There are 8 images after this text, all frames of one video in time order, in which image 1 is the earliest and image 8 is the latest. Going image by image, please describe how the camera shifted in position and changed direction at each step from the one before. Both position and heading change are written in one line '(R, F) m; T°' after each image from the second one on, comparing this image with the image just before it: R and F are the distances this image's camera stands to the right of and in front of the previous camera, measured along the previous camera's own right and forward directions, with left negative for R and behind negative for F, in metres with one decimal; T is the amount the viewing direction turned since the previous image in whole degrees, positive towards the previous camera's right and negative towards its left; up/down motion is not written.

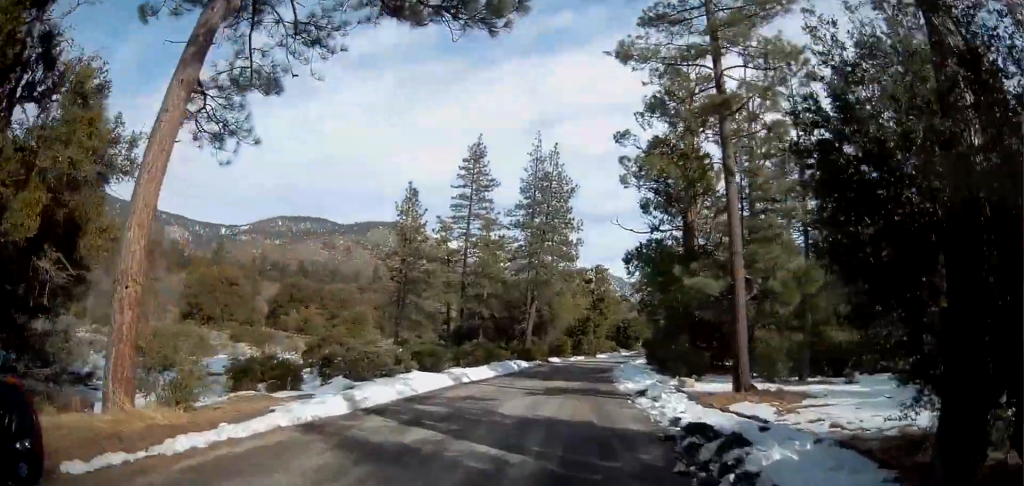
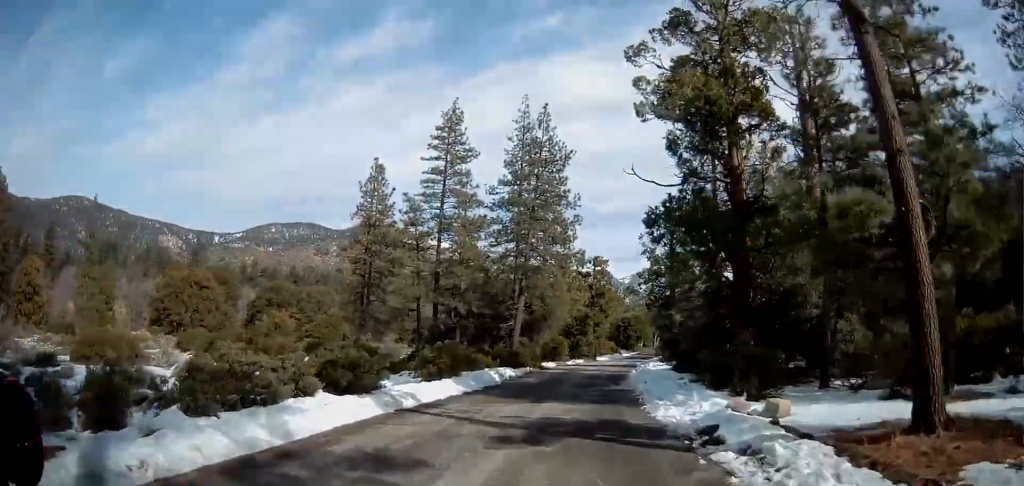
(+0.1, +9.5) m; +2°
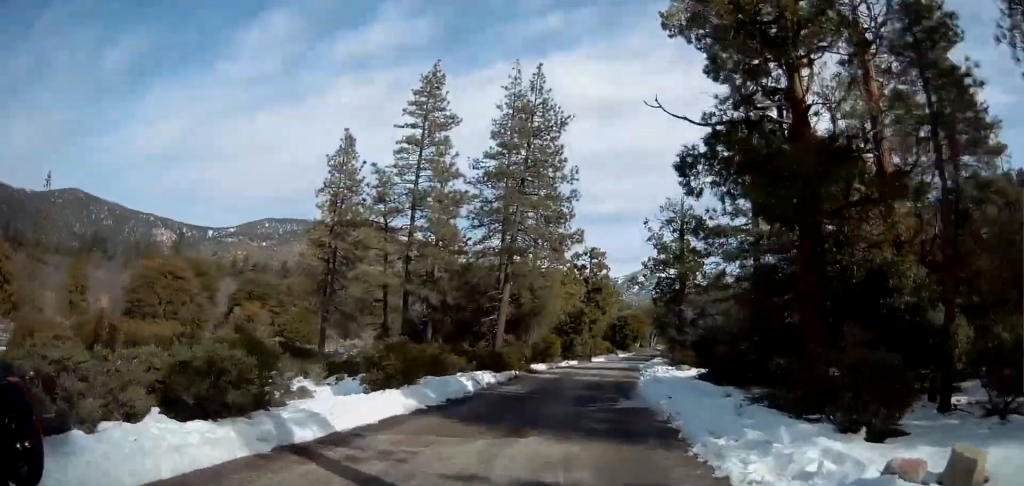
(+0.2, +6.6) m; +2°
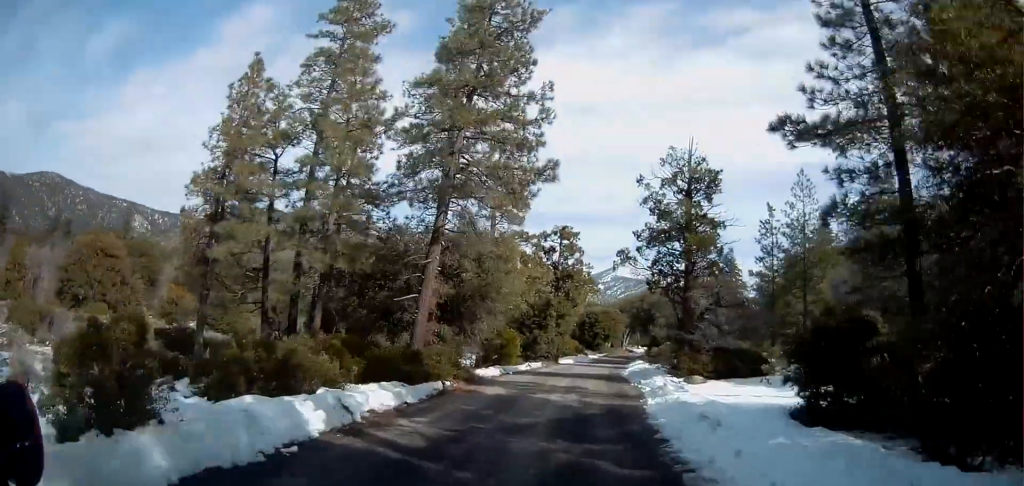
(+0.1, +12.2) m; +2°
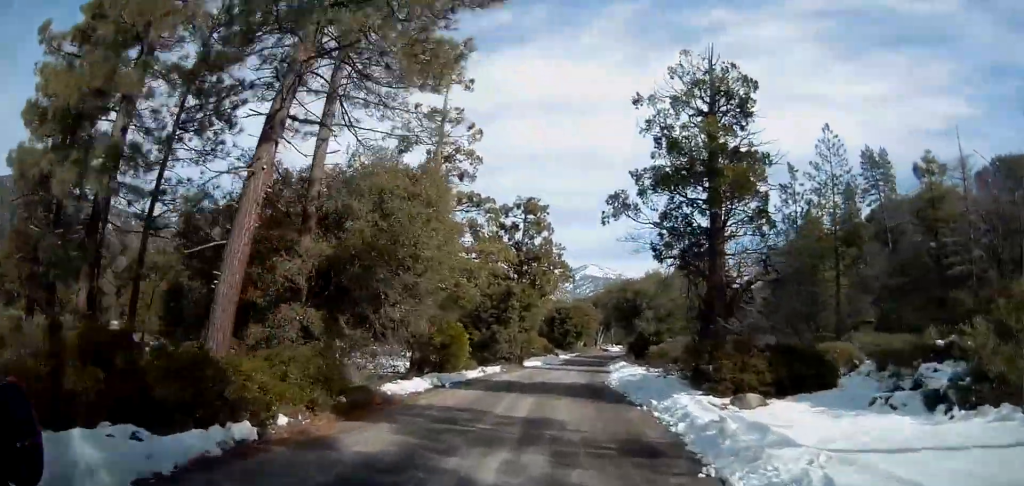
(+0.3, +11.6) m; +2°
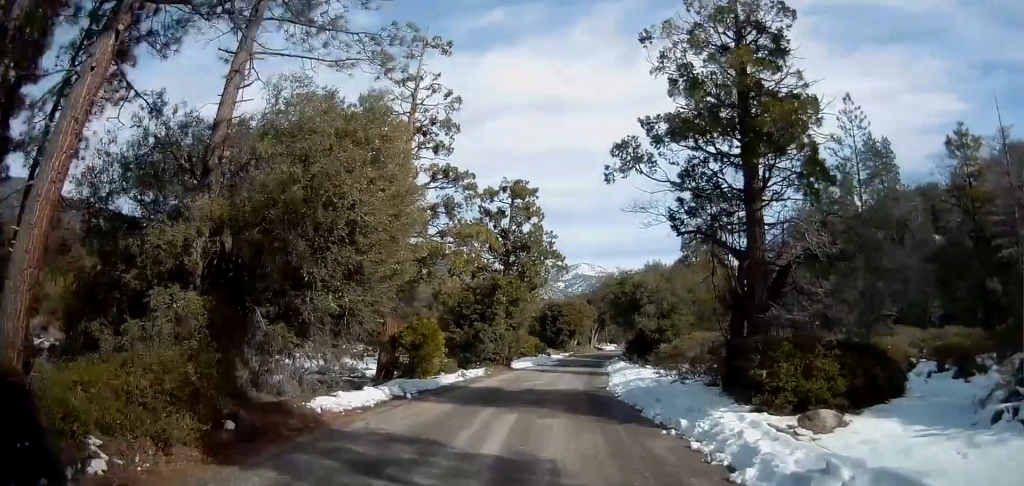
(0.0, +5.0) m; +1°
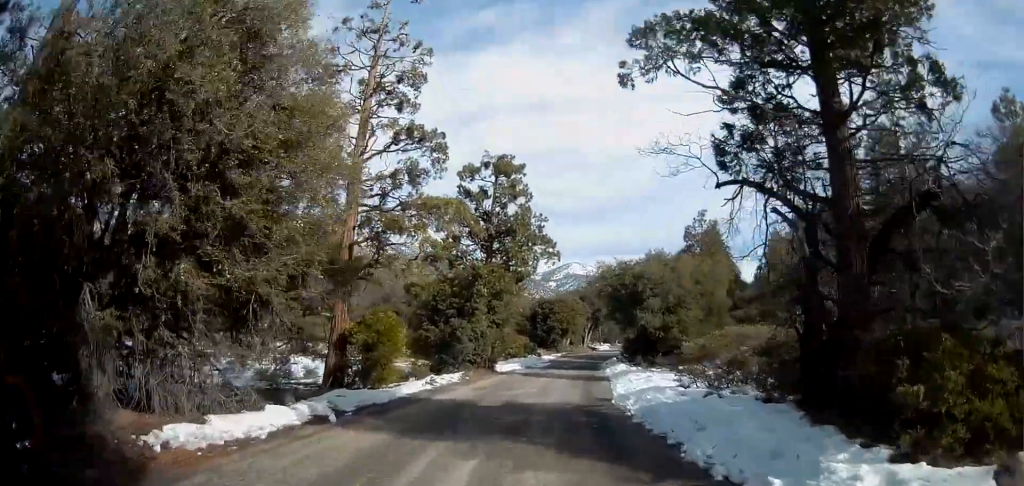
(-0.1, +5.8) m; +1°
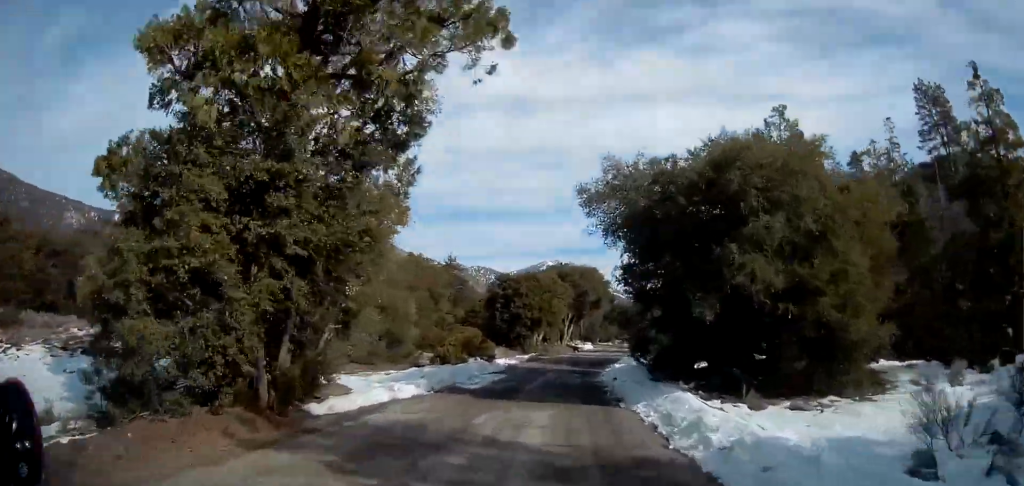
(+0.8, +26.2) m; +3°
